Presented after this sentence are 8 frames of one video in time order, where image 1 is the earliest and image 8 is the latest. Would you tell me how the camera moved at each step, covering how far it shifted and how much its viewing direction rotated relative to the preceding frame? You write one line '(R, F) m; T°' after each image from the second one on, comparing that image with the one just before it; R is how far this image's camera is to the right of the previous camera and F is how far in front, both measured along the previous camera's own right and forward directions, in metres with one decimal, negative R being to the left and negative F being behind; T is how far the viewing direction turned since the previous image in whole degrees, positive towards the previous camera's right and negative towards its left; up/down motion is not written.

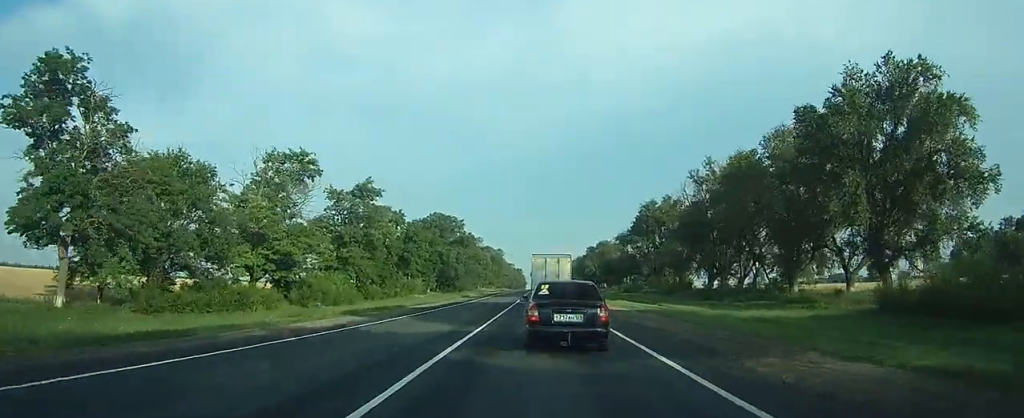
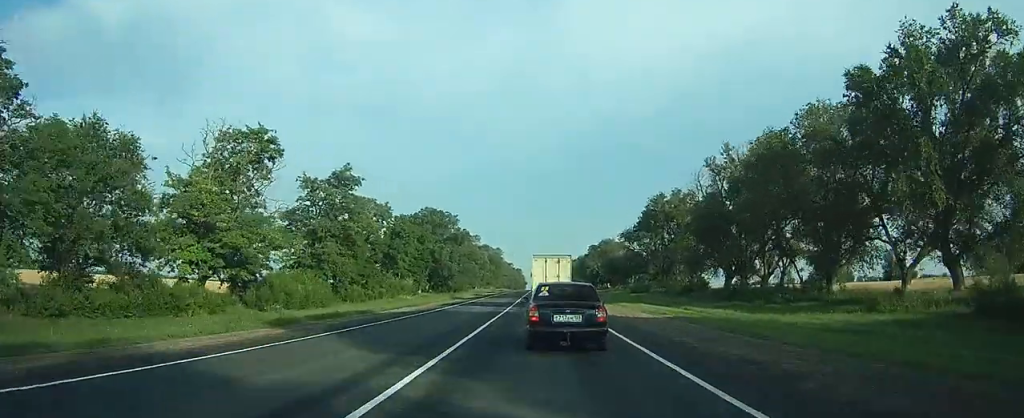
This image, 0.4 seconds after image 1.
(0.0, +8.5) m; 0°
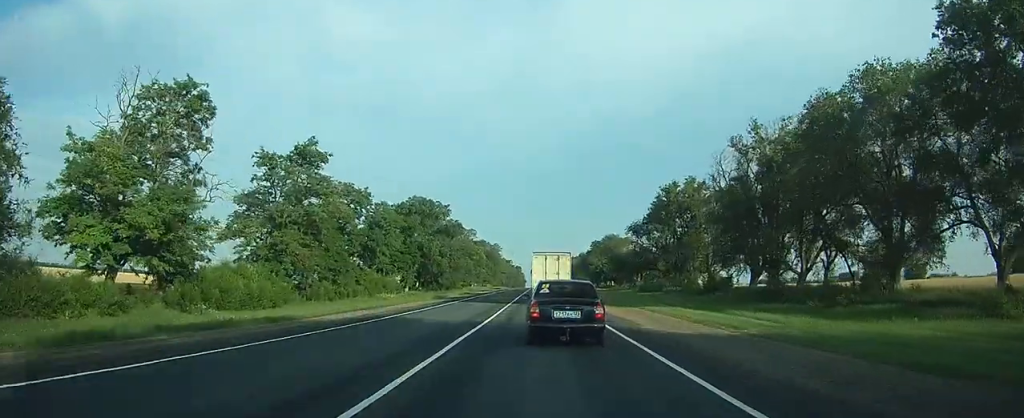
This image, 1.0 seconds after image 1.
(0.0, +10.2) m; 0°
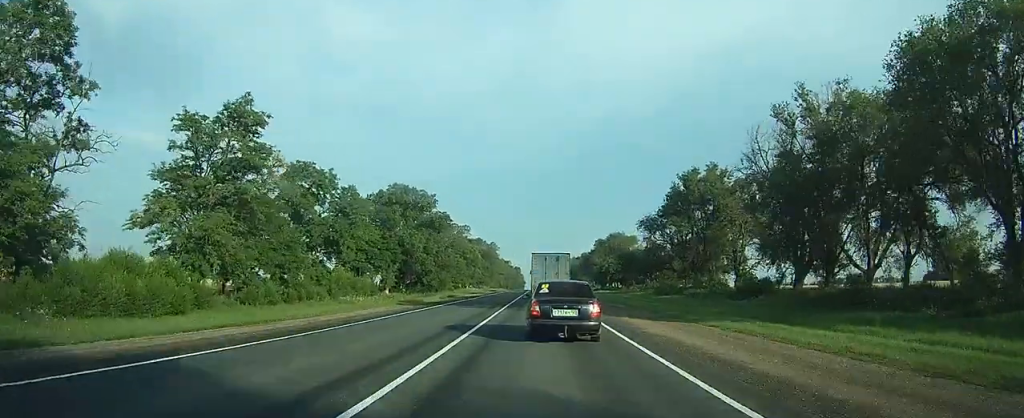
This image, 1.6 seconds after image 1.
(0.0, +12.5) m; 0°
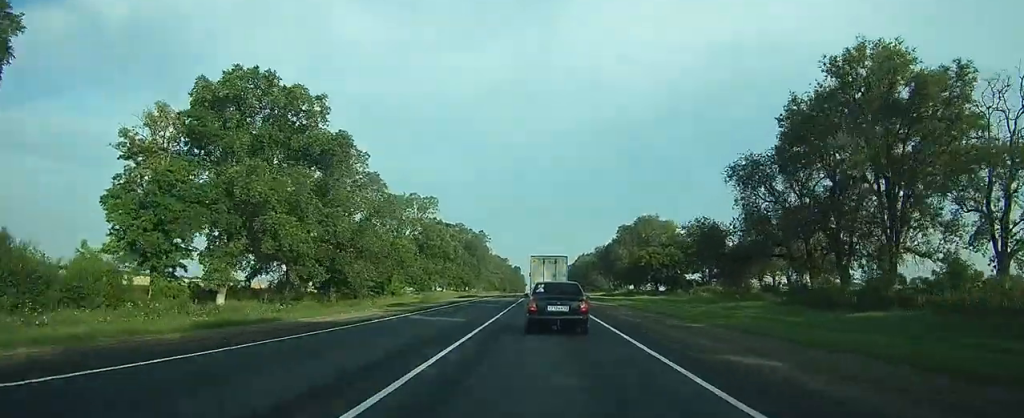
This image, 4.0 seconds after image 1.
(+0.1, +41.5) m; 0°
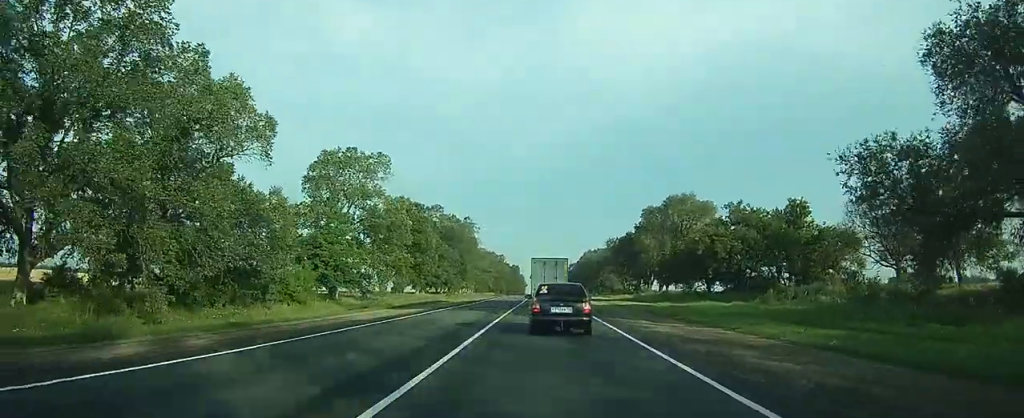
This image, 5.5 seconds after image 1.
(-0.1, +28.4) m; 0°
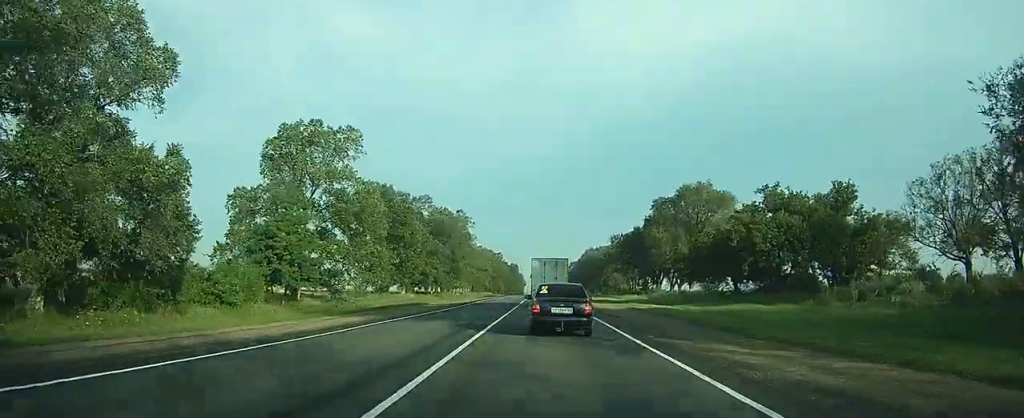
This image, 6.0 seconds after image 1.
(0.0, +11.4) m; 0°
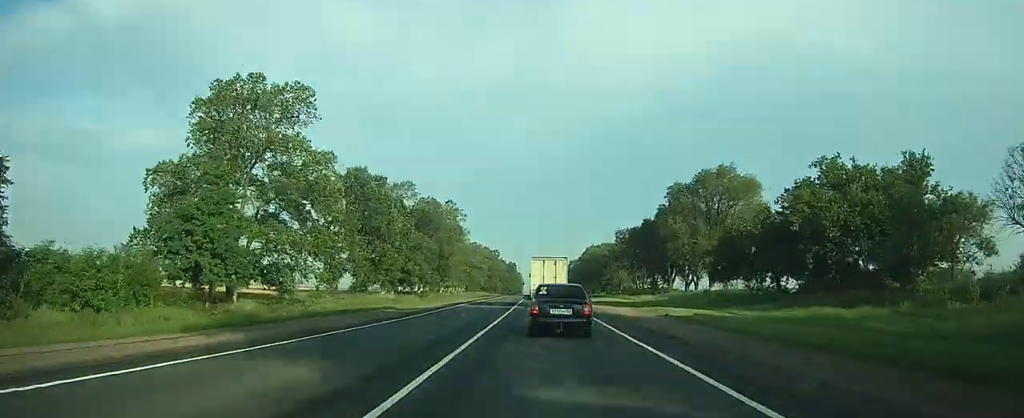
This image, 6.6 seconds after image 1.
(0.0, +12.9) m; 0°
